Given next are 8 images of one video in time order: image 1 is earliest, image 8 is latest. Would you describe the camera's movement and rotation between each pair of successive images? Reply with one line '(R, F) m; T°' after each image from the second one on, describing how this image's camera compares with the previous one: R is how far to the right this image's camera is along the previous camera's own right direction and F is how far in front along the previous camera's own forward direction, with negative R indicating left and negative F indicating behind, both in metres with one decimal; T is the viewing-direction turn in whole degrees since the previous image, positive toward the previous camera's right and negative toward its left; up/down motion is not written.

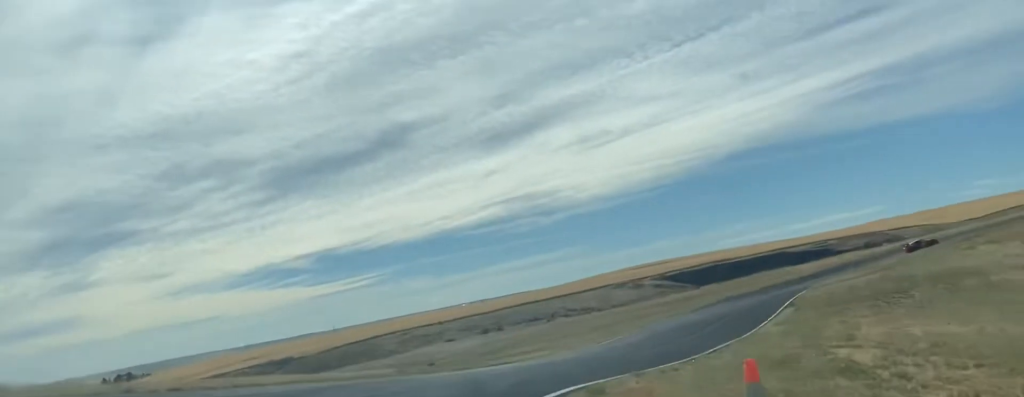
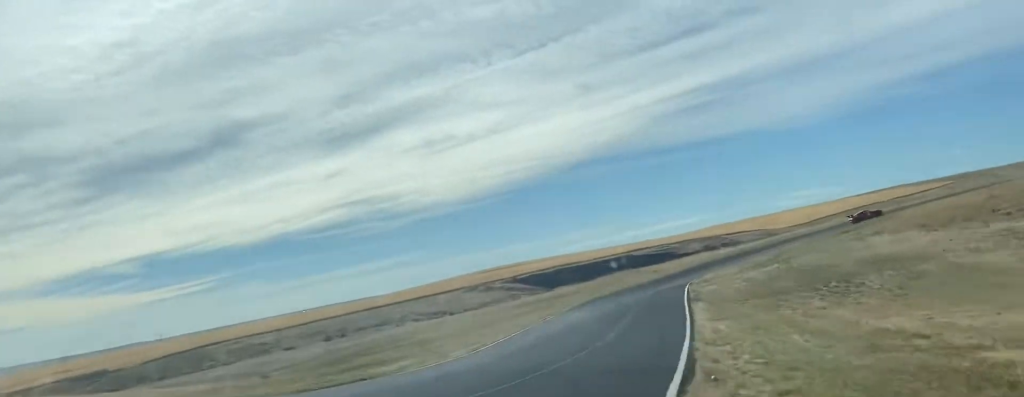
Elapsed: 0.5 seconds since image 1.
(0.0, +14.8) m; +18°
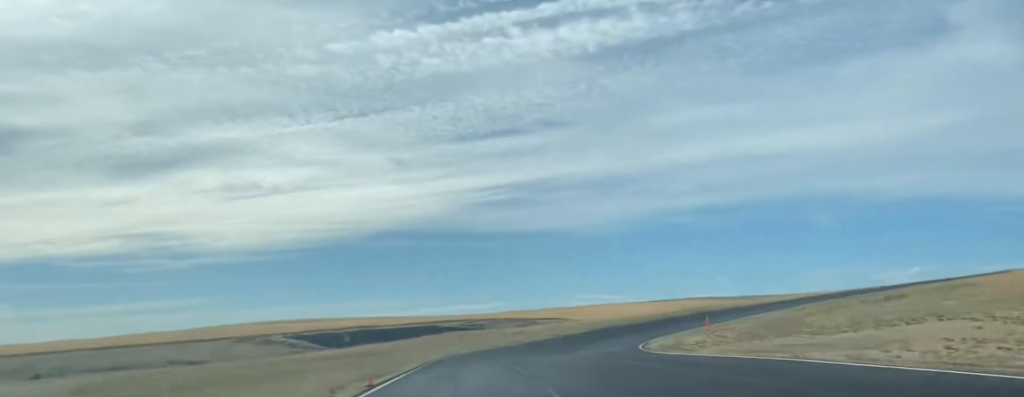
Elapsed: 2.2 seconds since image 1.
(+20.5, +44.0) m; +31°
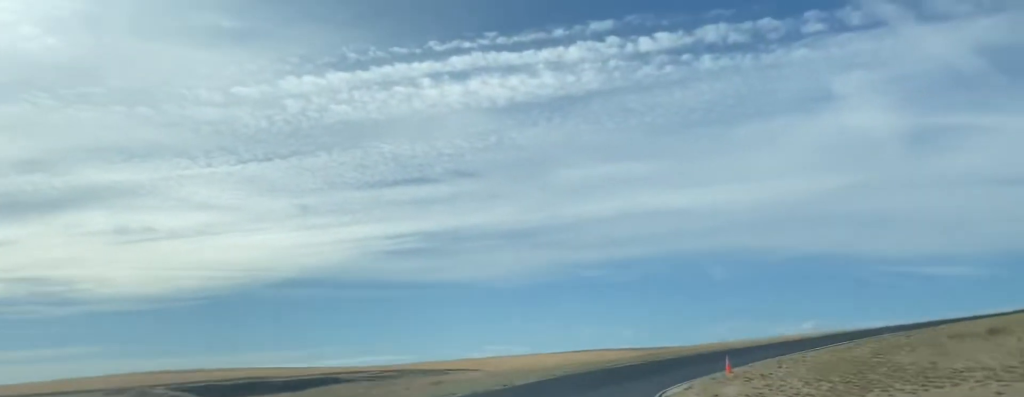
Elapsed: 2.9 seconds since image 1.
(+0.7, +19.8) m; +4°
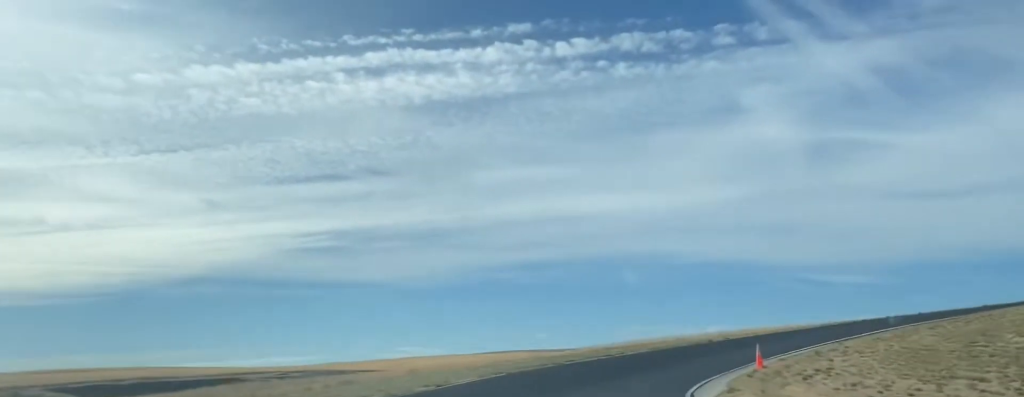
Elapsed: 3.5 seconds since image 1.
(-0.6, +15.2) m; +4°
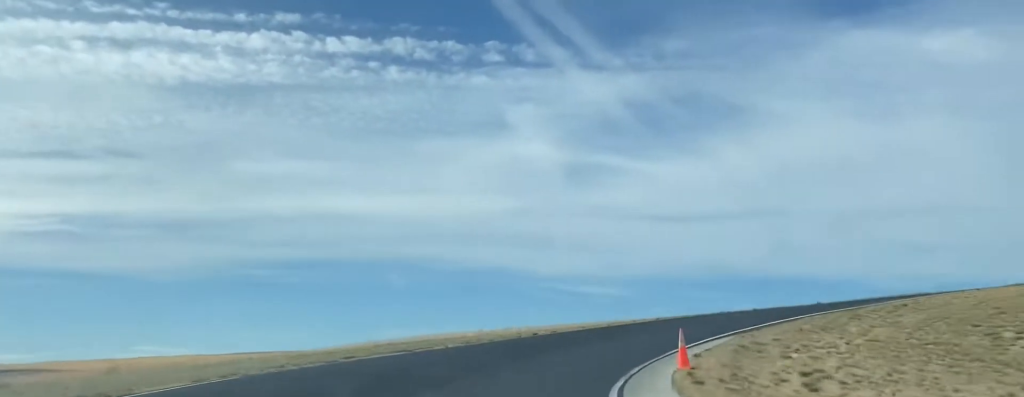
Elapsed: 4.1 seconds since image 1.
(+1.7, +16.5) m; +17°
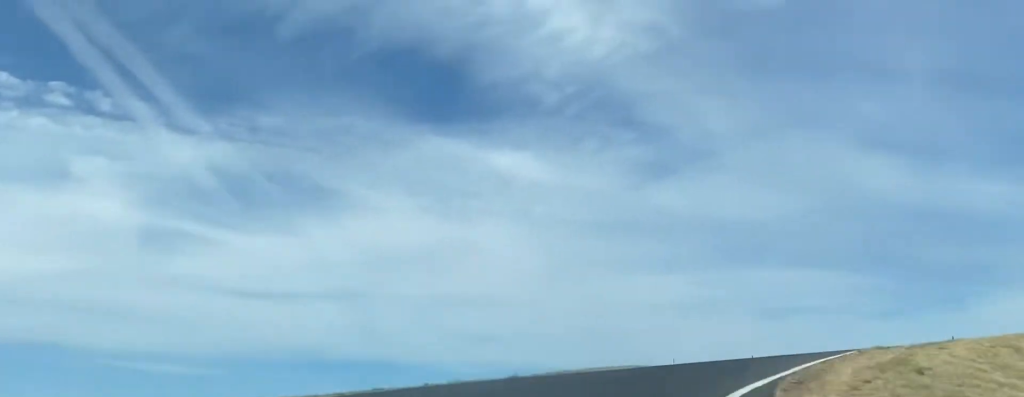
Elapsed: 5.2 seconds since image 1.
(+6.6, +22.5) m; +32°
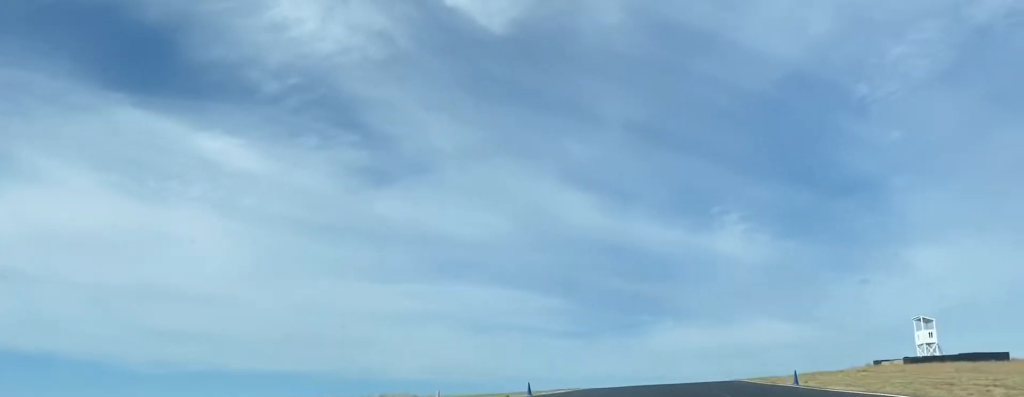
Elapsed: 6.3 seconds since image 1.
(+5.9, +23.5) m; +23°
